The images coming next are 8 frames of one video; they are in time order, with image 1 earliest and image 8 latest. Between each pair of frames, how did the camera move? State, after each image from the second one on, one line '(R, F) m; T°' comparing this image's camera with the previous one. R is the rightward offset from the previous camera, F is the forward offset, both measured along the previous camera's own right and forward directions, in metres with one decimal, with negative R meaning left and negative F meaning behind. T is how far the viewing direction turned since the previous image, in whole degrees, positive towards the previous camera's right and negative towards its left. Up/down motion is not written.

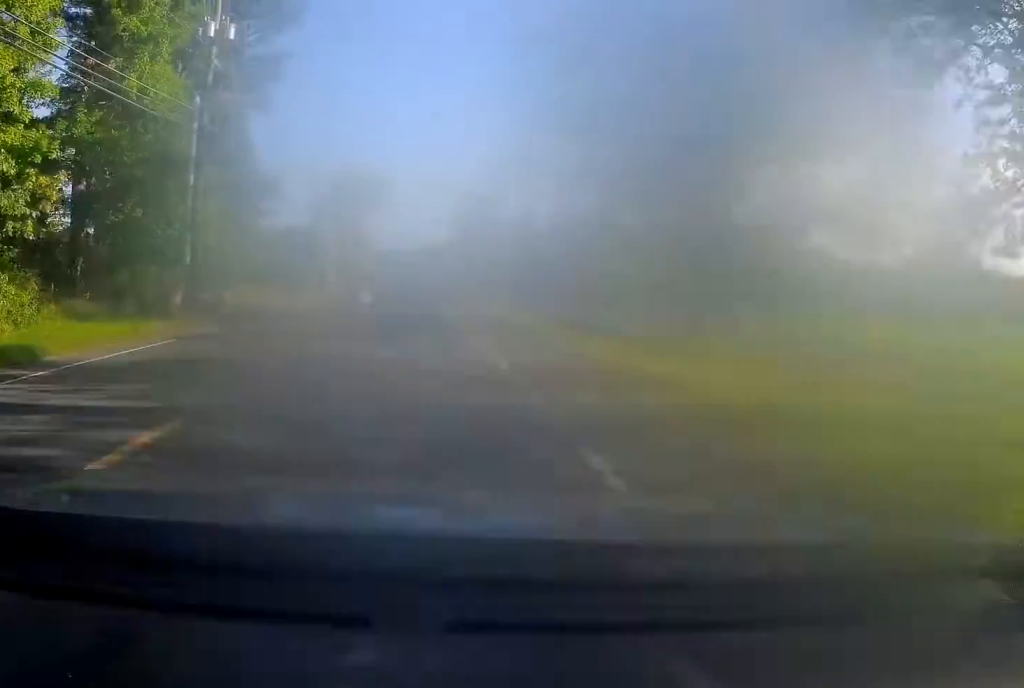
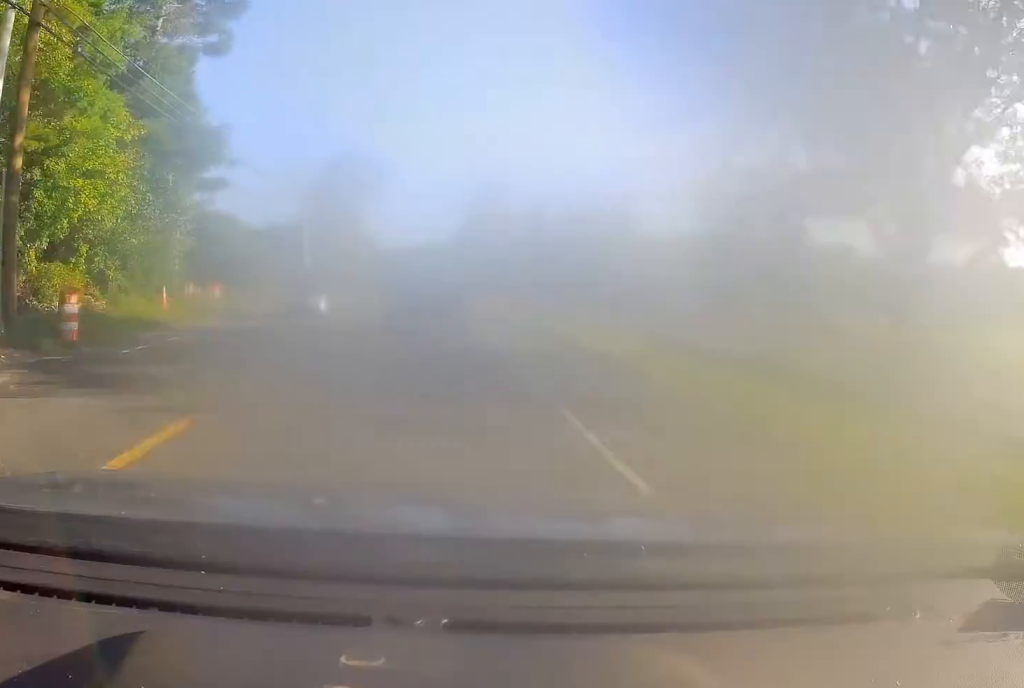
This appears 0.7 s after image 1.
(-0.1, +13.1) m; 0°
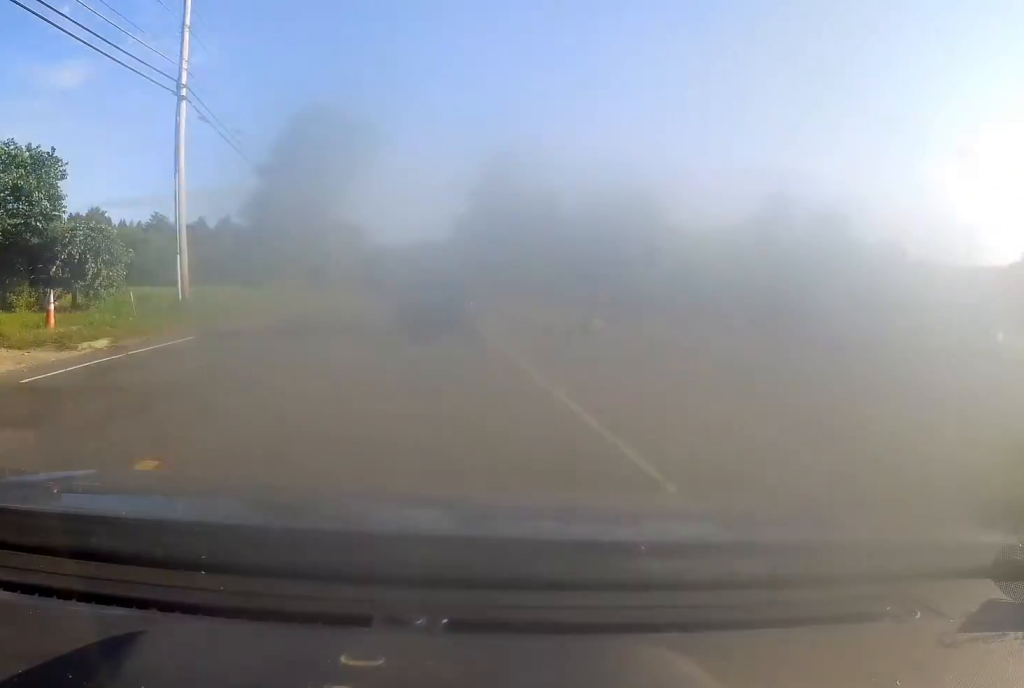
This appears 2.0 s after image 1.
(-0.1, +25.4) m; 0°
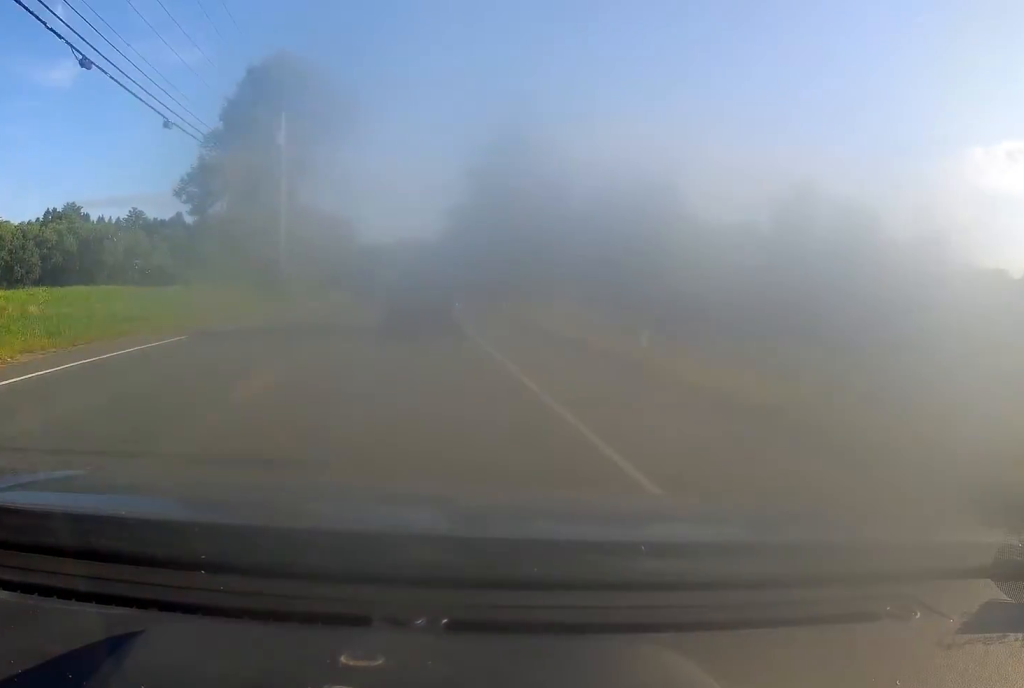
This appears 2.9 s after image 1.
(0.0, +18.9) m; 0°
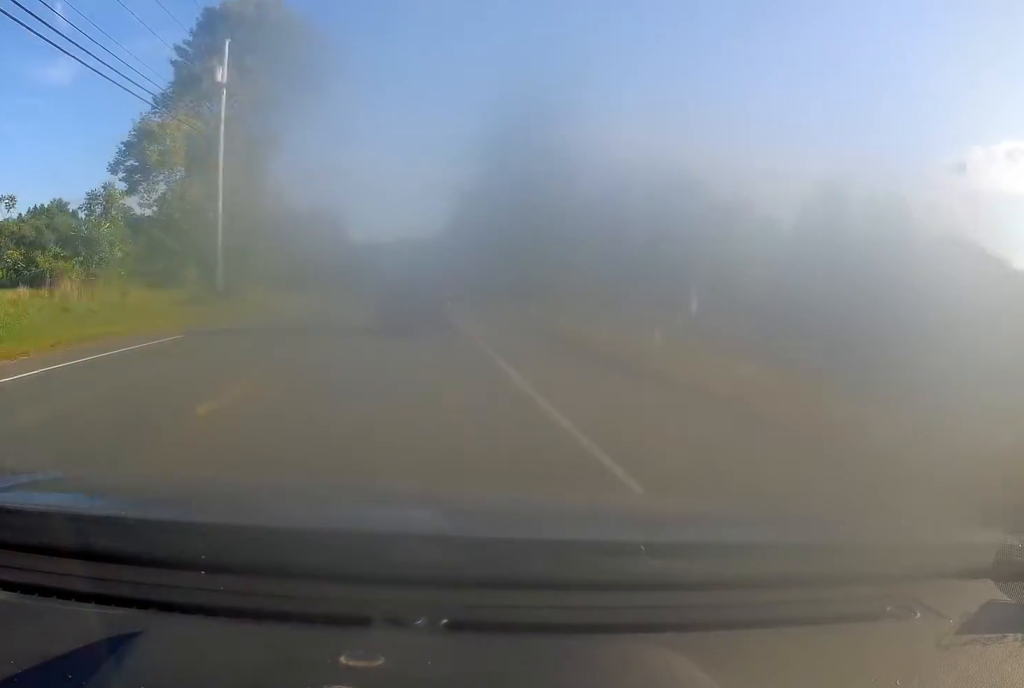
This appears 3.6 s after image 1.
(0.0, +12.4) m; 0°
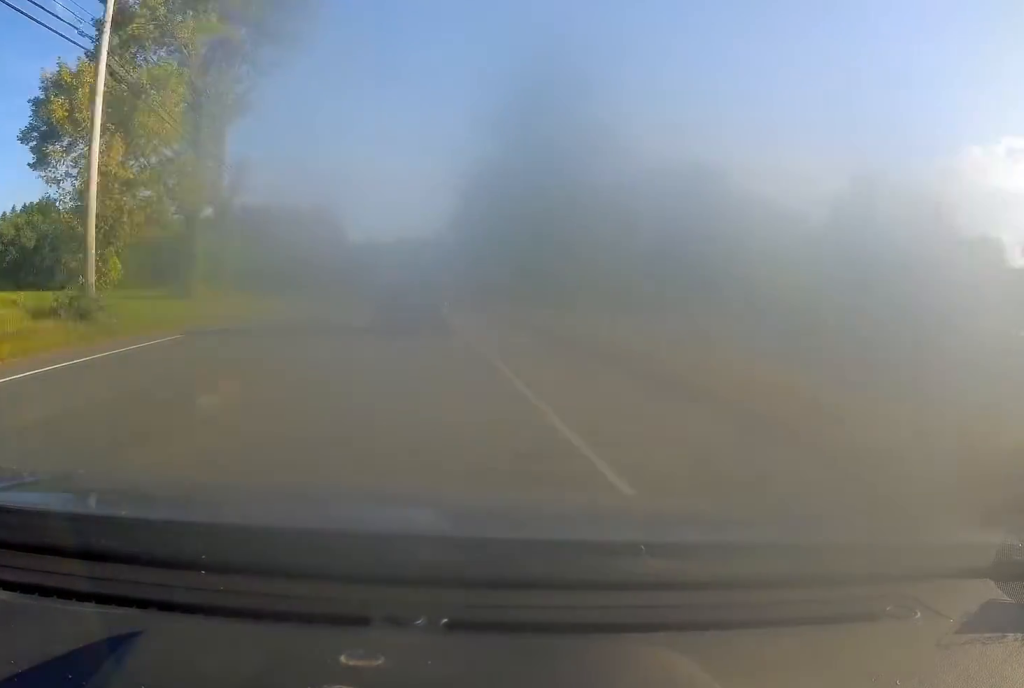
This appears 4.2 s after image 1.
(0.0, +11.8) m; 0°
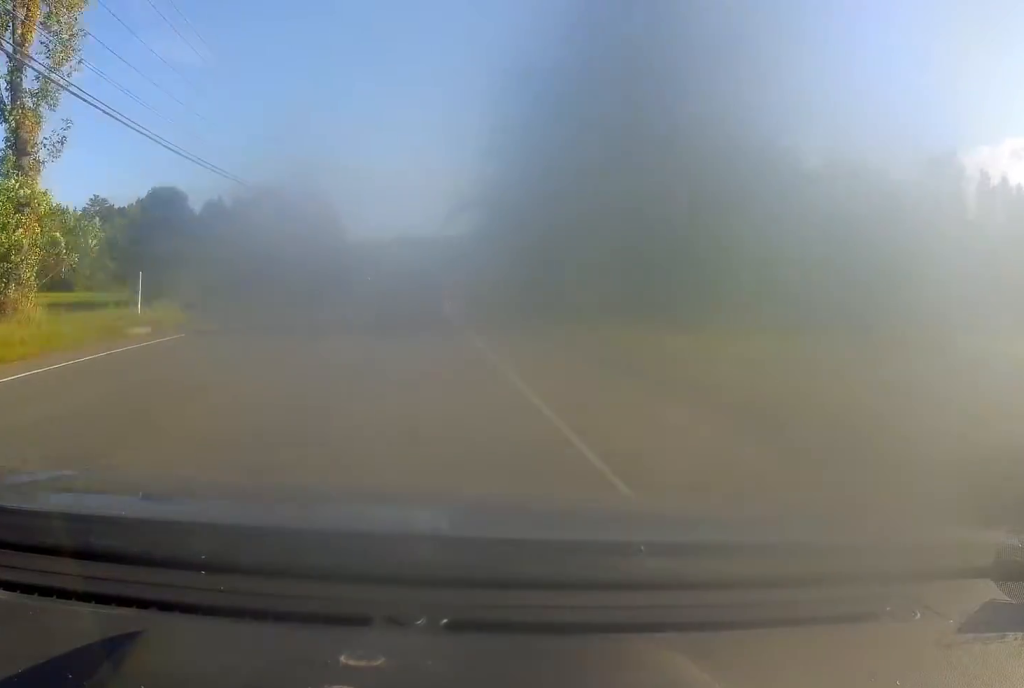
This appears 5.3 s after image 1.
(+0.1, +22.4) m; 0°
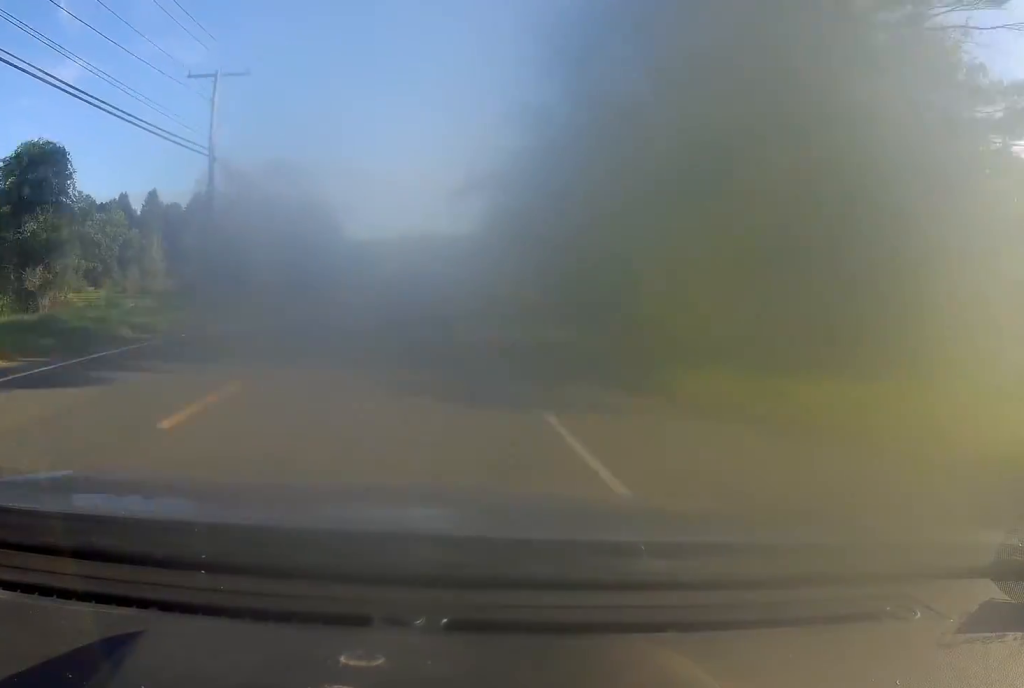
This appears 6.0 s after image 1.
(0.0, +14.1) m; 0°
